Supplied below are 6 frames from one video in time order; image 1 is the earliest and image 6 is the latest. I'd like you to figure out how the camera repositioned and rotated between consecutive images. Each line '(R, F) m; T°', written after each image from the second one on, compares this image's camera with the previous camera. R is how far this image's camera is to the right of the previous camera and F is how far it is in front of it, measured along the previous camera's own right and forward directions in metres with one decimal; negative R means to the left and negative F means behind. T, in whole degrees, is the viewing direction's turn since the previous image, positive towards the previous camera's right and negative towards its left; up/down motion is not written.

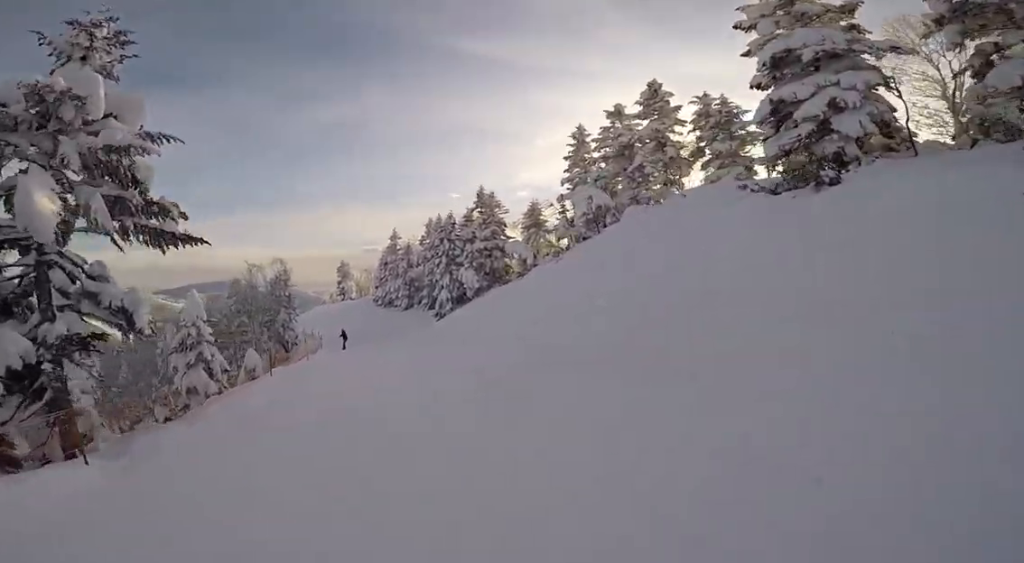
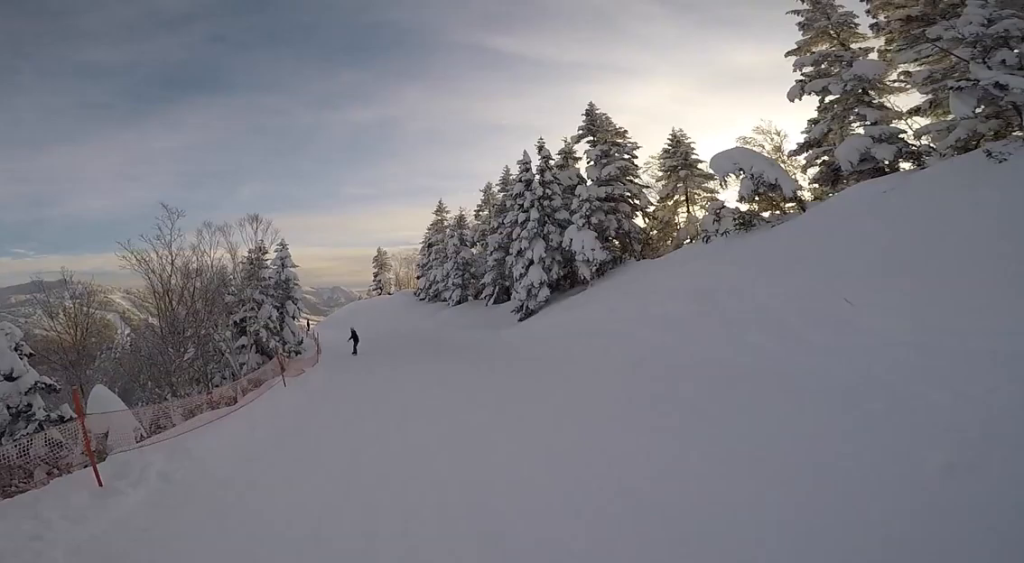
(-1.7, +8.9) m; -7°
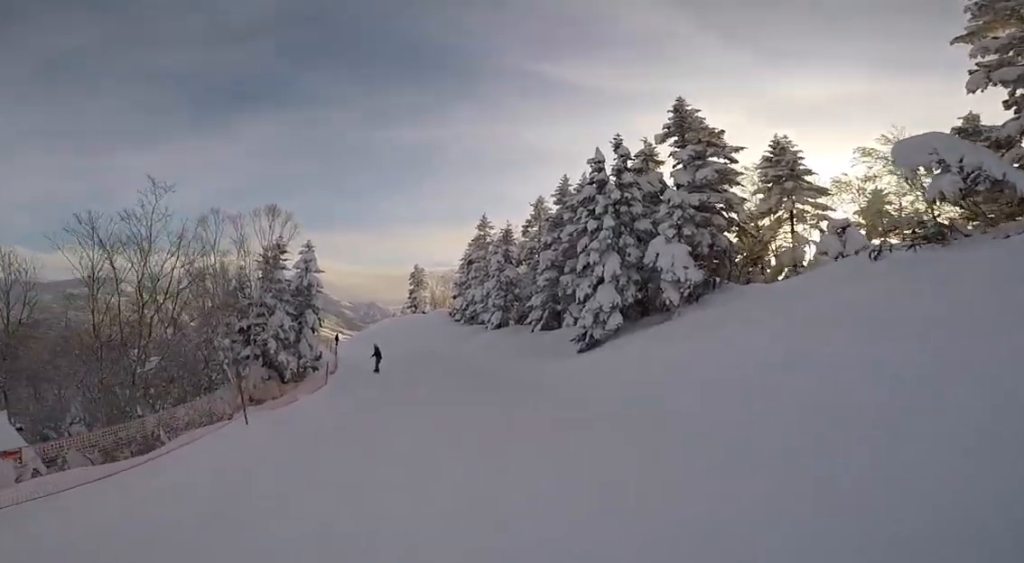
(+0.4, +1.9) m; +1°
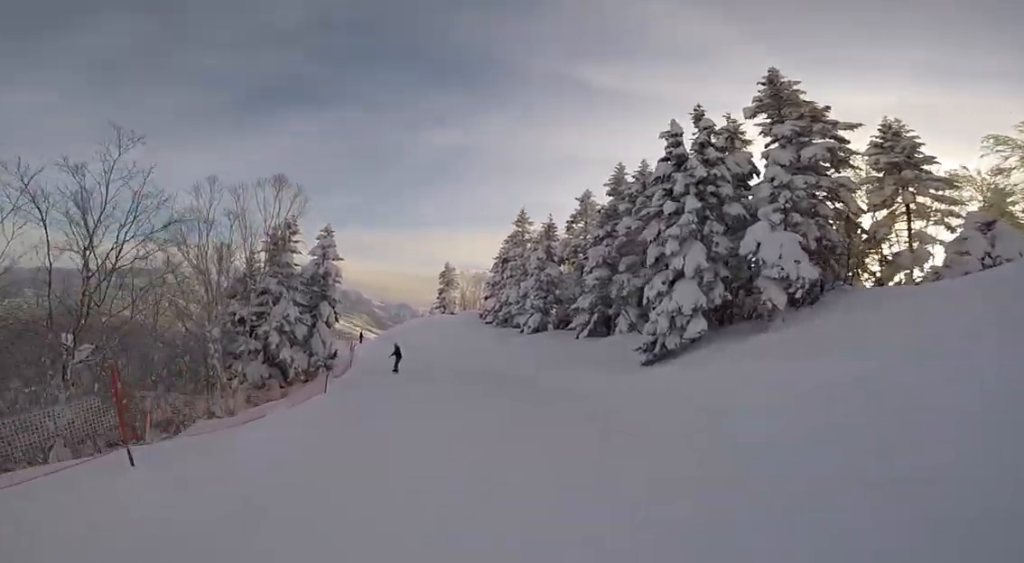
(+0.5, +1.6) m; 0°
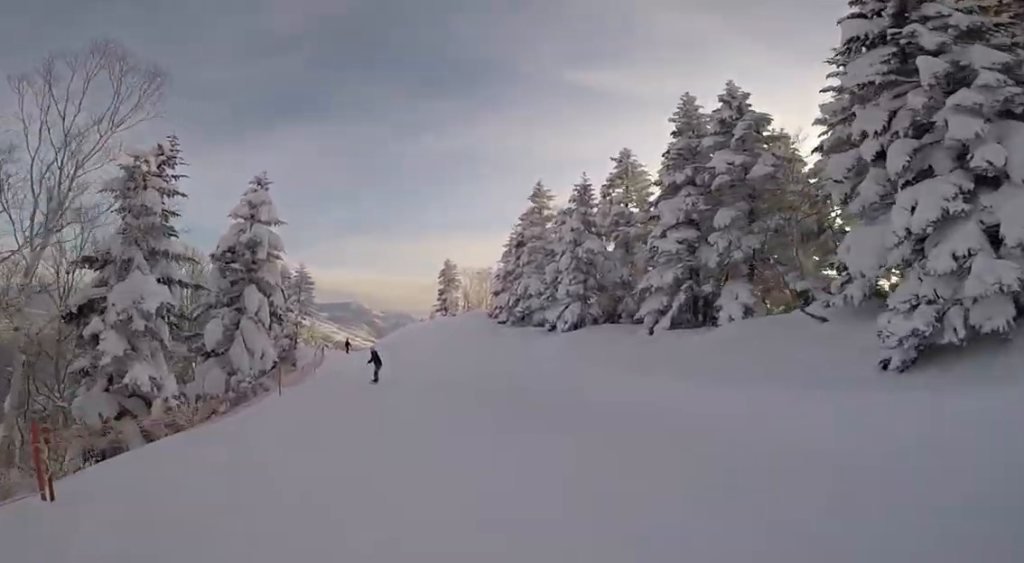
(-0.8, +4.1) m; +1°
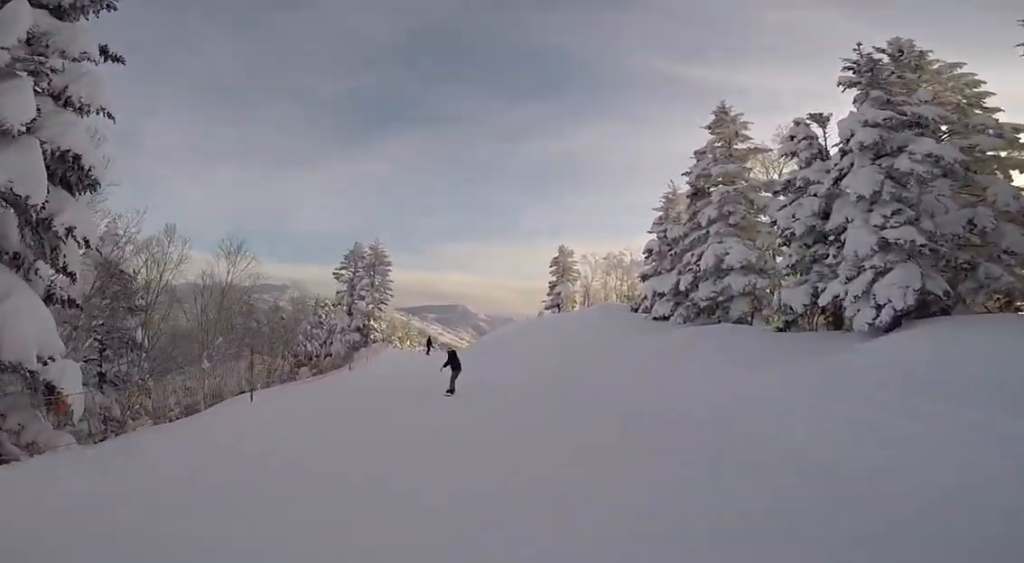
(-0.1, +5.8) m; 0°
